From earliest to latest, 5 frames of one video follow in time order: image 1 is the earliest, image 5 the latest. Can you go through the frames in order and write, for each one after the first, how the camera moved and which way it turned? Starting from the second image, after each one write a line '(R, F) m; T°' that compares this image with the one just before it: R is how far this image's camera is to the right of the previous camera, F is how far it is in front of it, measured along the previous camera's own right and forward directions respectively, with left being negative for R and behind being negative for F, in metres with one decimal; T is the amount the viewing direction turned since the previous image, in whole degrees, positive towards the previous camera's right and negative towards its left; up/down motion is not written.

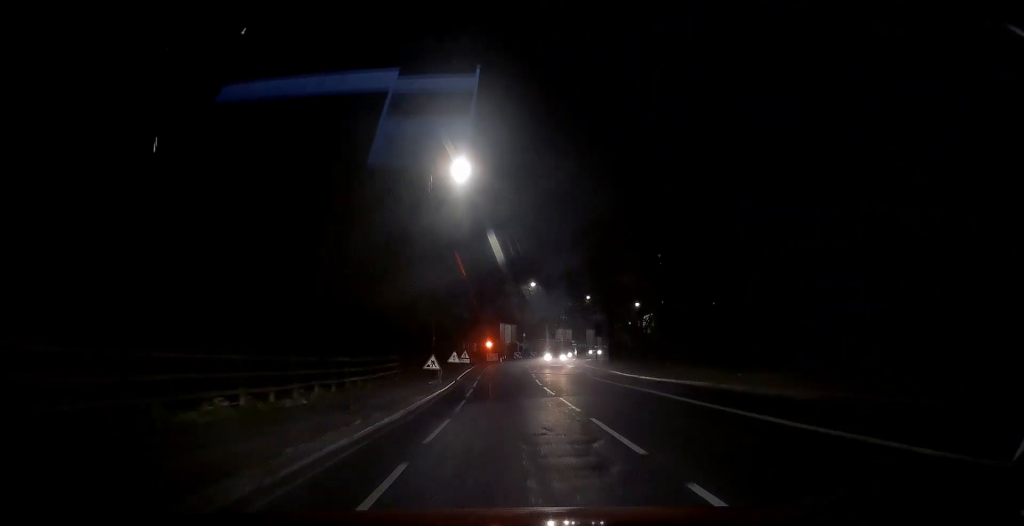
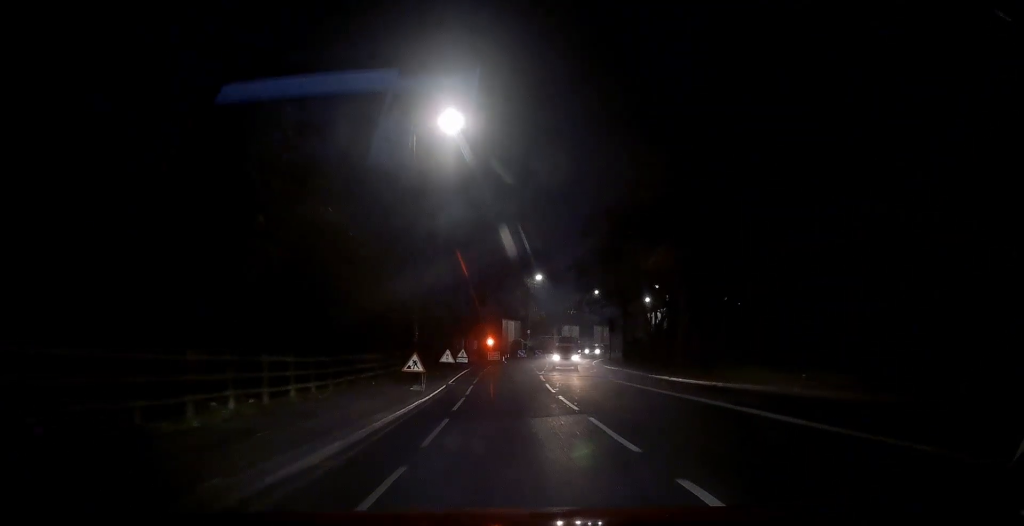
(-0.1, +6.6) m; -1°
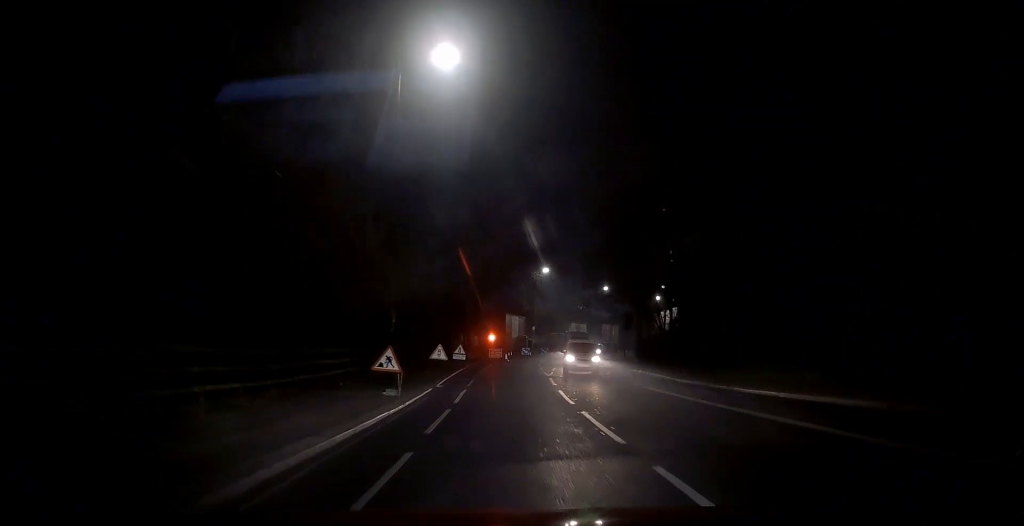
(0.0, +5.5) m; -1°
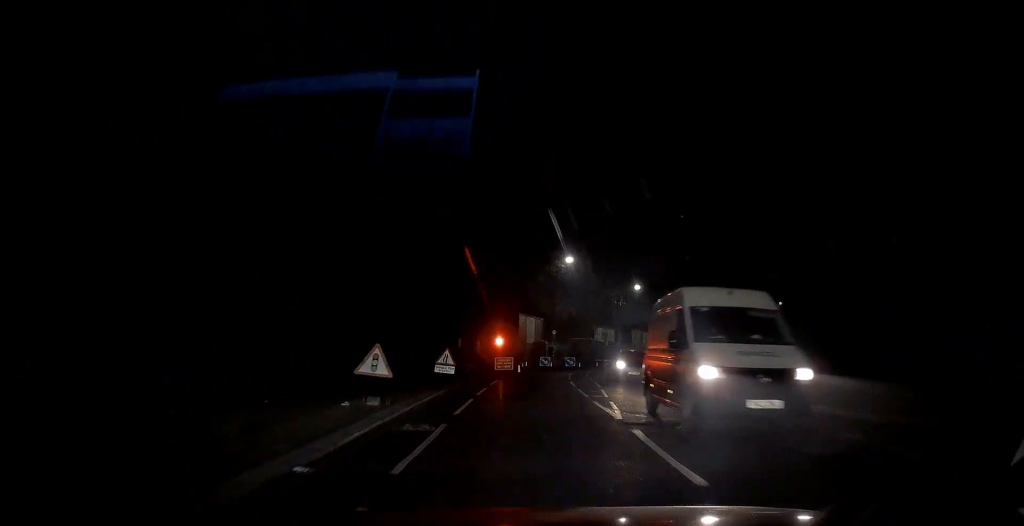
(-0.4, +16.3) m; -2°
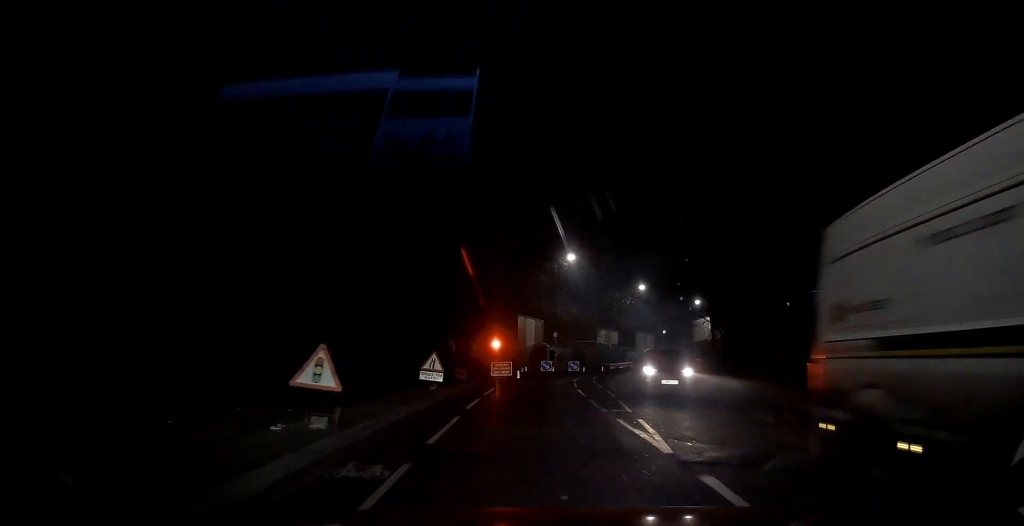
(0.0, +4.2) m; 0°
